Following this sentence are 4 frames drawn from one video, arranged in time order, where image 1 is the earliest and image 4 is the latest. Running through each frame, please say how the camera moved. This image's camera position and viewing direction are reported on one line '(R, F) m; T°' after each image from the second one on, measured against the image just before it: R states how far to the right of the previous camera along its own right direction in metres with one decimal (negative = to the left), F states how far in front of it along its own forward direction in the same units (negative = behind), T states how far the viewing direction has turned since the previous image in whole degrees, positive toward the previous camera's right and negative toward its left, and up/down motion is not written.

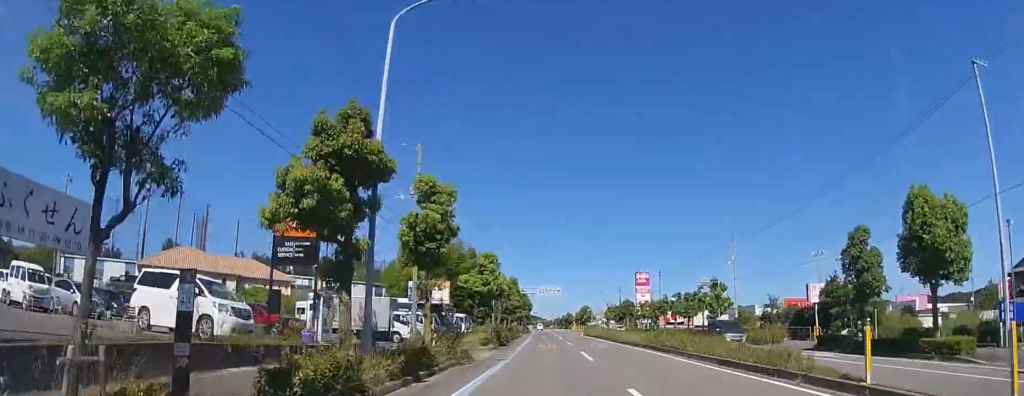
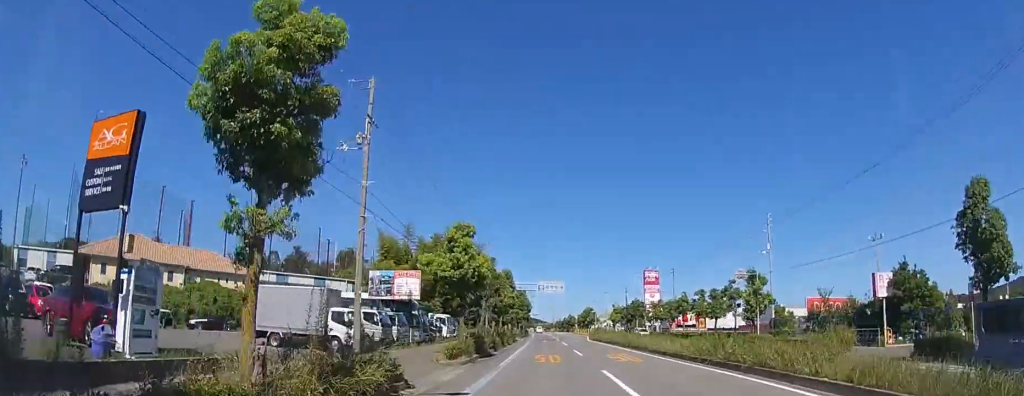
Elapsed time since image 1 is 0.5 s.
(0.0, +9.3) m; 0°
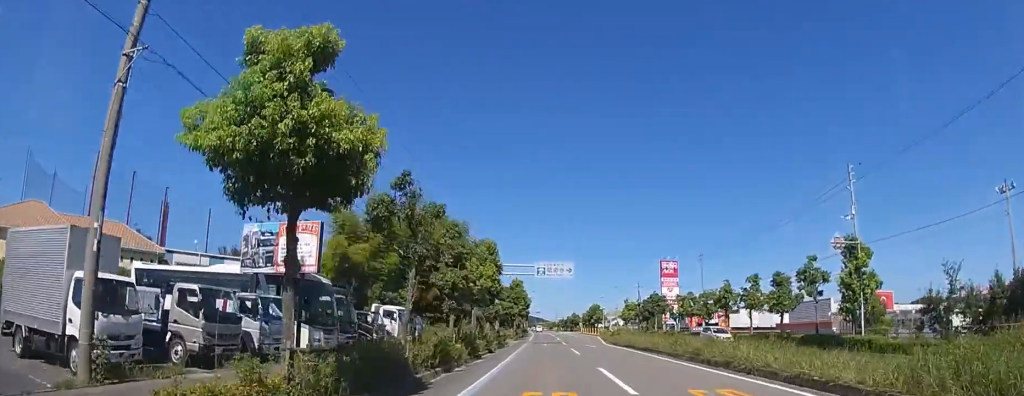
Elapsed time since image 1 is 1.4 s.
(-0.1, +15.1) m; 0°
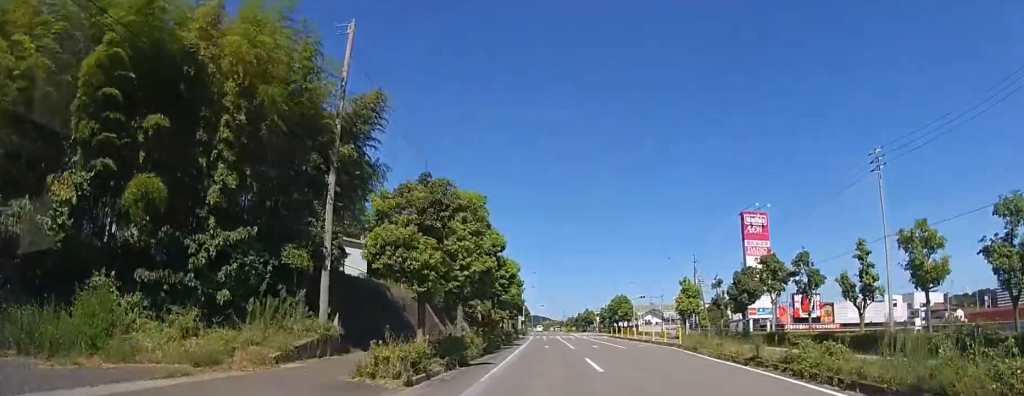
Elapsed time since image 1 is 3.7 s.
(-0.1, +40.1) m; 0°
